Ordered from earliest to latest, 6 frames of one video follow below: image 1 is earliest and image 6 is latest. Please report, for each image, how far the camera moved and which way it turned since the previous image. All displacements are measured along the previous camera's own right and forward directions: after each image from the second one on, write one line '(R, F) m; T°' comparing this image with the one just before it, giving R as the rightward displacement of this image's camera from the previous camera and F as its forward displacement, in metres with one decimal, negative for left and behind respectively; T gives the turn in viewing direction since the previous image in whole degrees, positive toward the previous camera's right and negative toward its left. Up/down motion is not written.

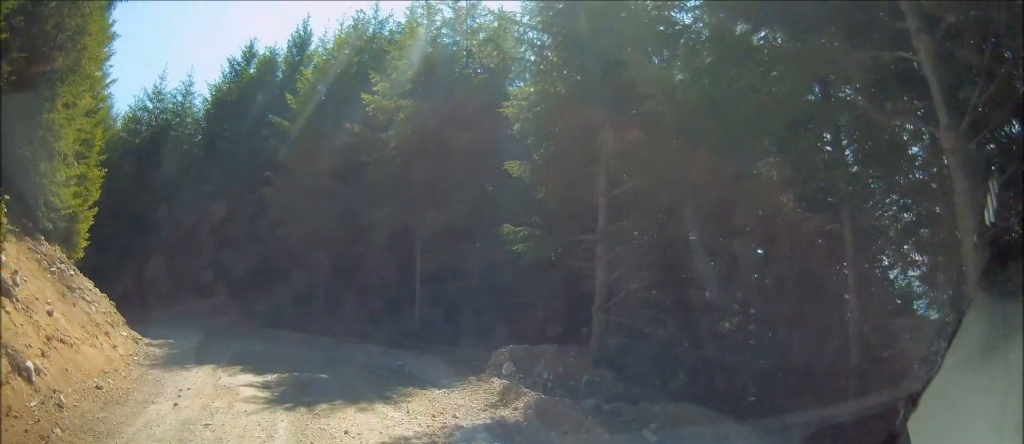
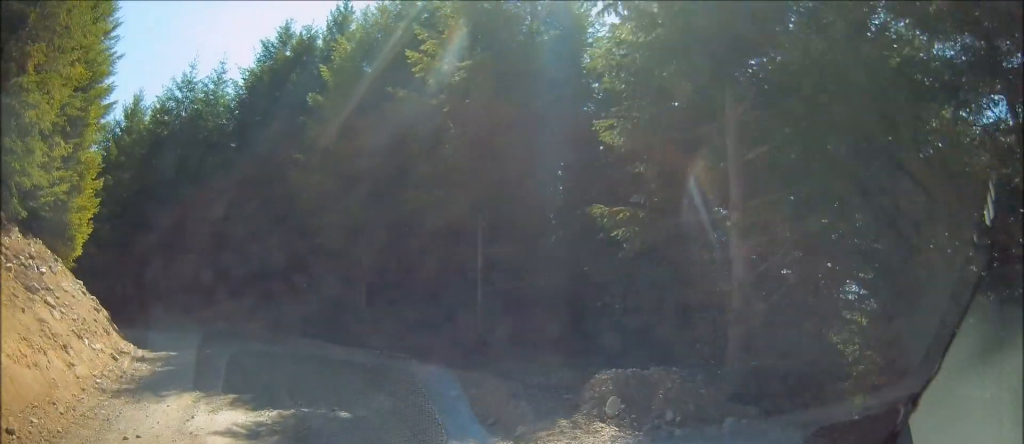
(-0.2, +3.6) m; -5°
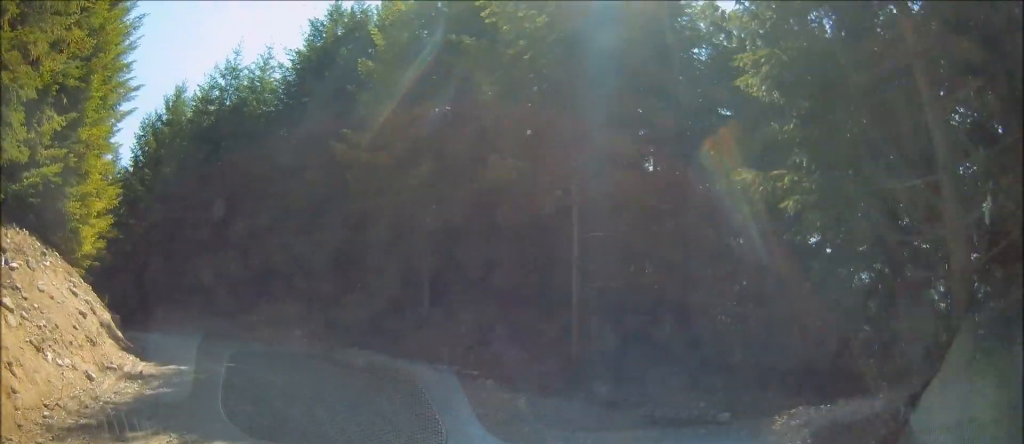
(-0.1, +3.1) m; -4°
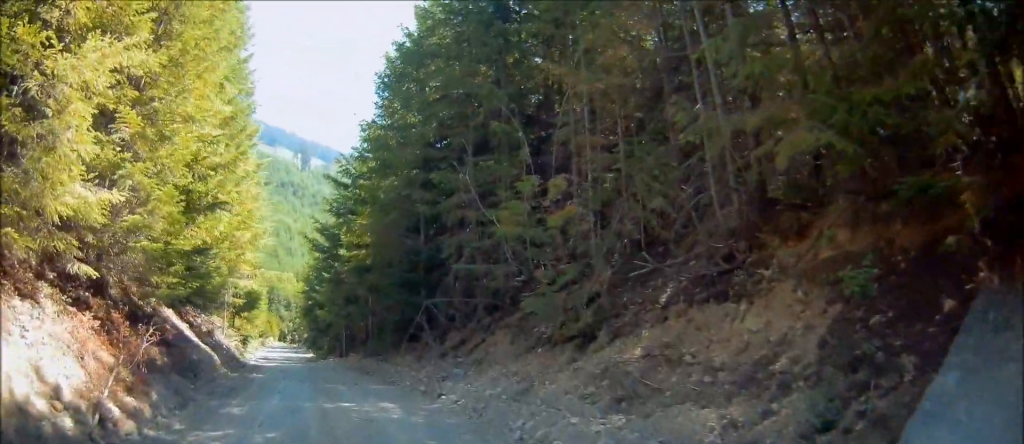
(-3.6, +17.0) m; -30°
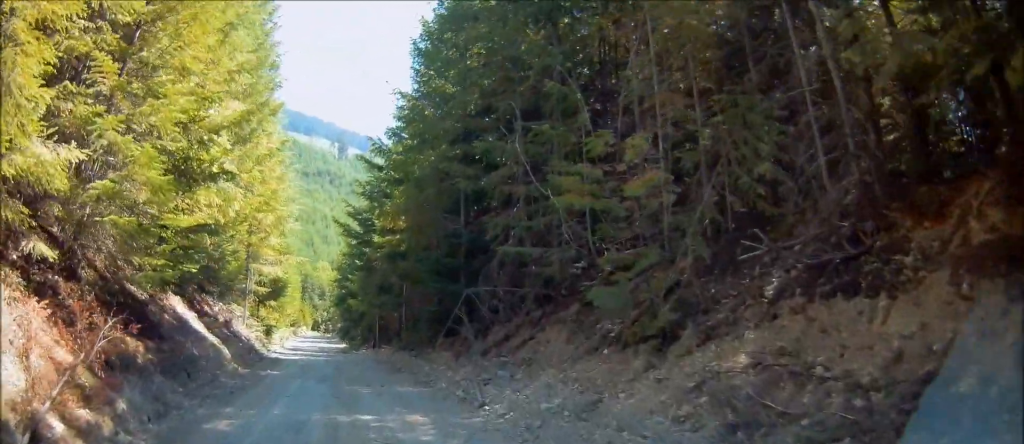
(-0.1, +2.0) m; -3°
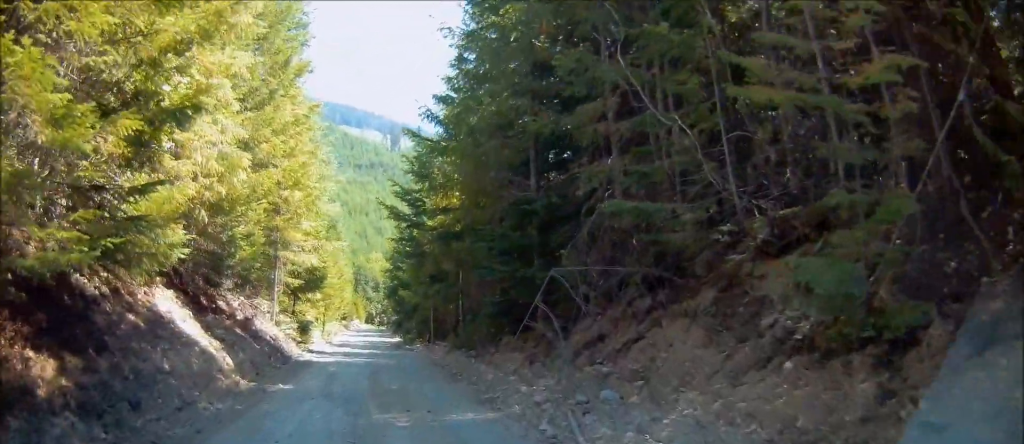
(-0.4, +3.7) m; -2°
